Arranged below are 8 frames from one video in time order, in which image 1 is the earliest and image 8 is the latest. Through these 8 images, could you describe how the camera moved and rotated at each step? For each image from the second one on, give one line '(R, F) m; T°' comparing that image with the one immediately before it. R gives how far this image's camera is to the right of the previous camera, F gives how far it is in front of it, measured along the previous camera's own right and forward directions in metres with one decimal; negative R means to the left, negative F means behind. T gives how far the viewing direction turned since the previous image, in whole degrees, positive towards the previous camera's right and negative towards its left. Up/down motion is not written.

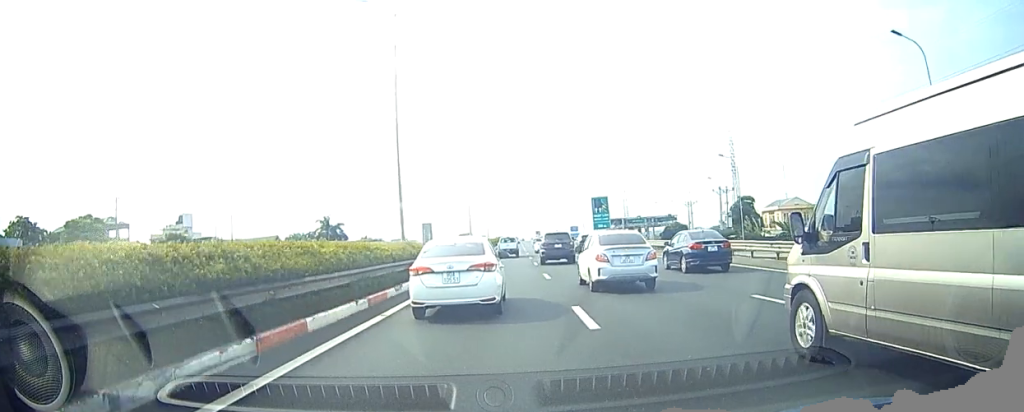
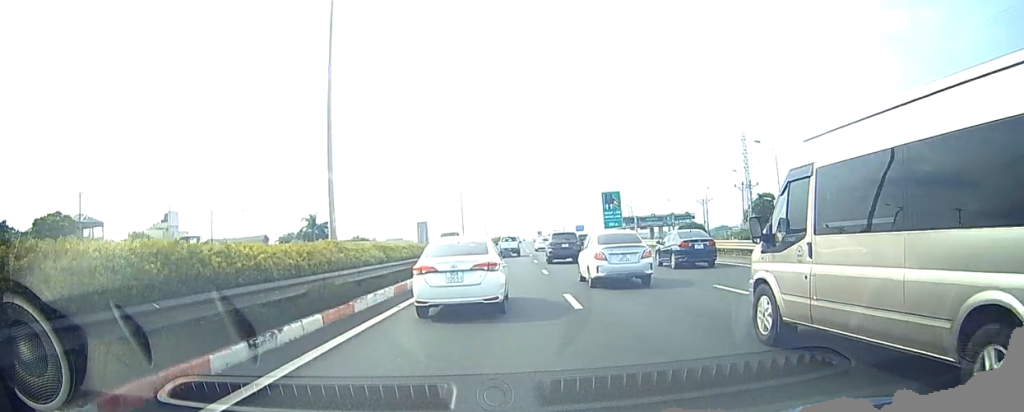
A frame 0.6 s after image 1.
(+0.3, +9.9) m; 0°
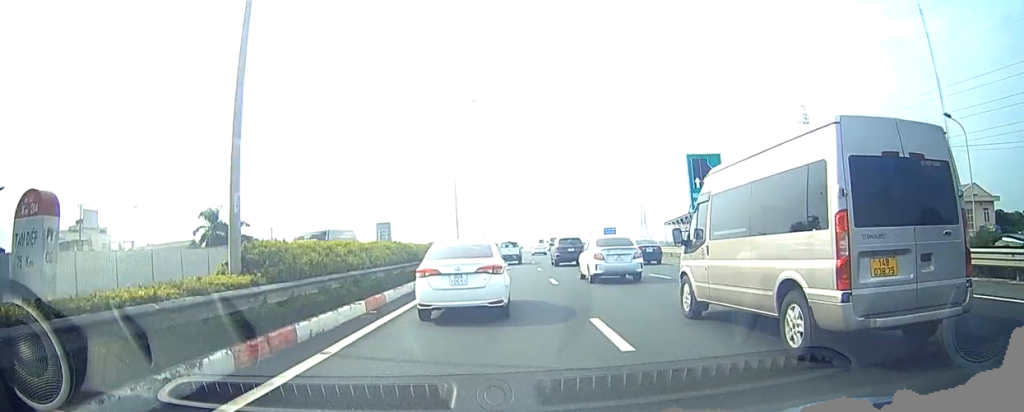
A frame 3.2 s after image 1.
(-0.6, +40.0) m; -1°
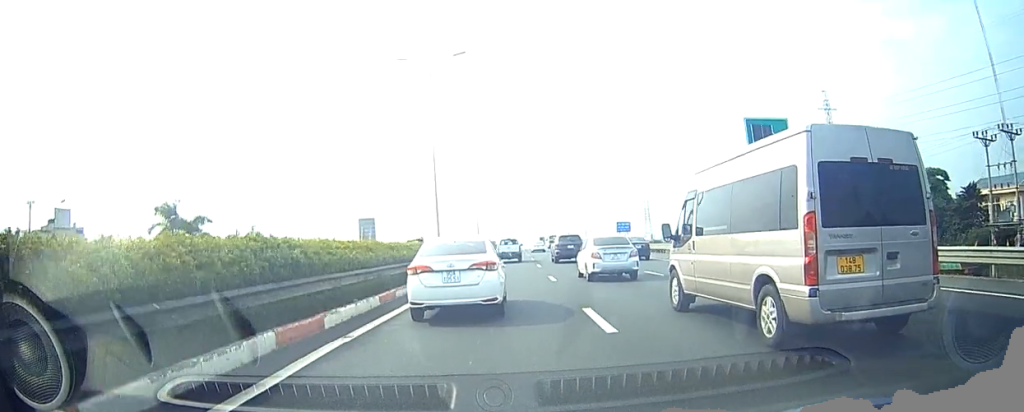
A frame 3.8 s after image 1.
(-0.1, +9.6) m; -1°
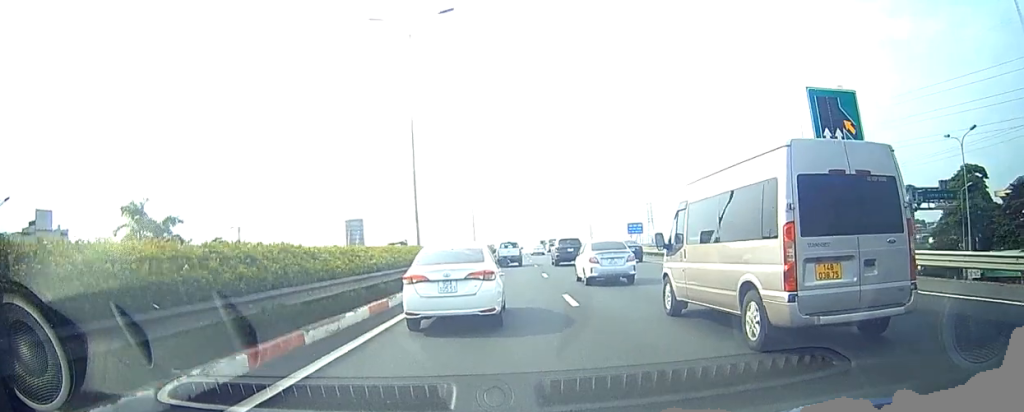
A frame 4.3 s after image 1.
(0.0, +6.2) m; 0°
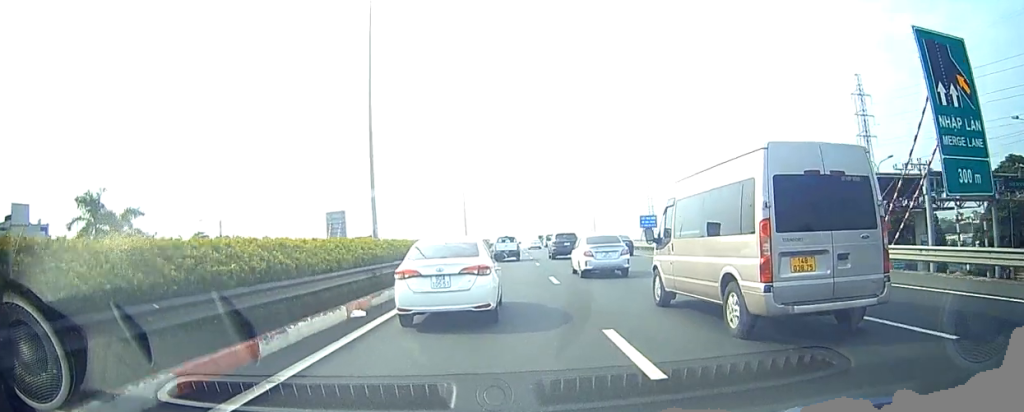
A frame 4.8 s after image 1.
(-0.1, +6.8) m; 0°
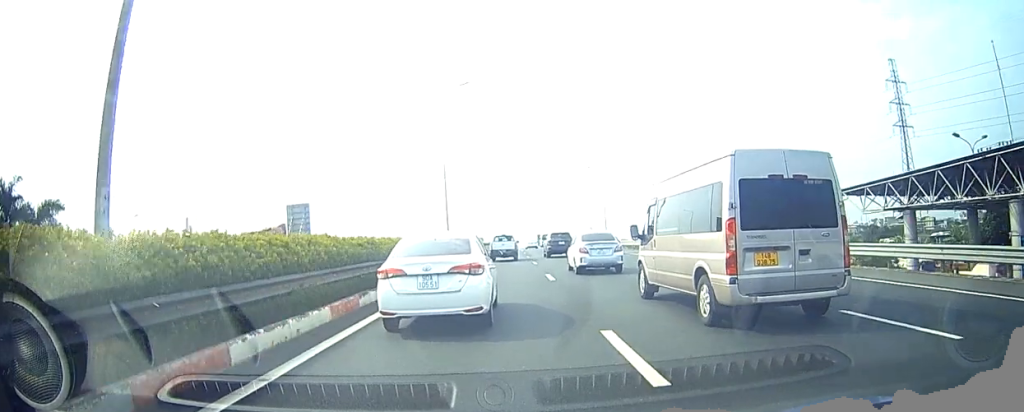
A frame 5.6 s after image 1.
(0.0, +12.0) m; 0°
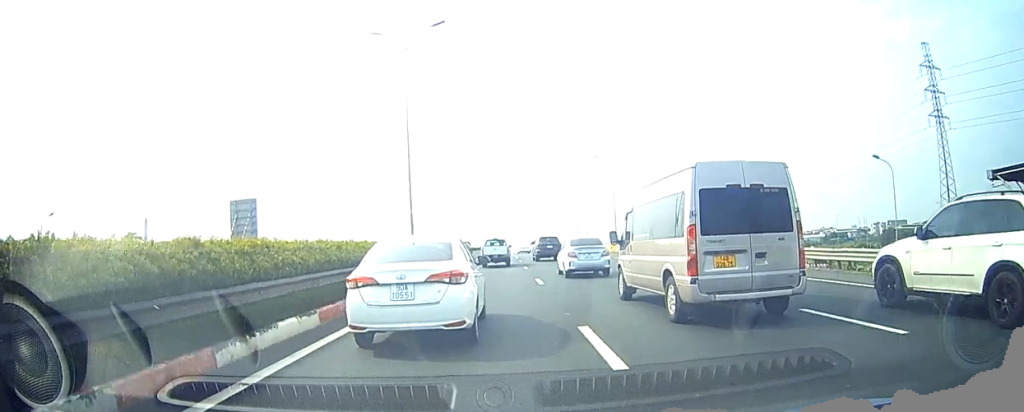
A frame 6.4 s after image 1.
(0.0, +11.0) m; 0°
